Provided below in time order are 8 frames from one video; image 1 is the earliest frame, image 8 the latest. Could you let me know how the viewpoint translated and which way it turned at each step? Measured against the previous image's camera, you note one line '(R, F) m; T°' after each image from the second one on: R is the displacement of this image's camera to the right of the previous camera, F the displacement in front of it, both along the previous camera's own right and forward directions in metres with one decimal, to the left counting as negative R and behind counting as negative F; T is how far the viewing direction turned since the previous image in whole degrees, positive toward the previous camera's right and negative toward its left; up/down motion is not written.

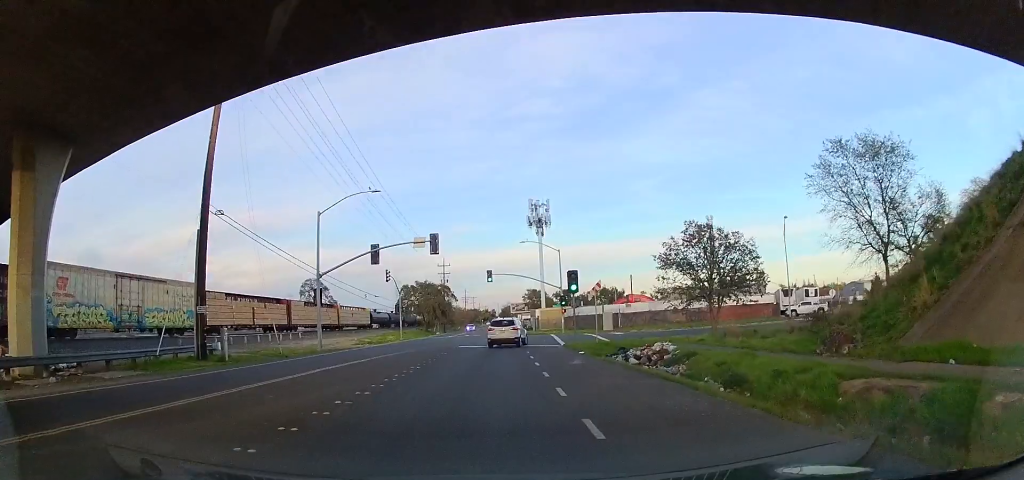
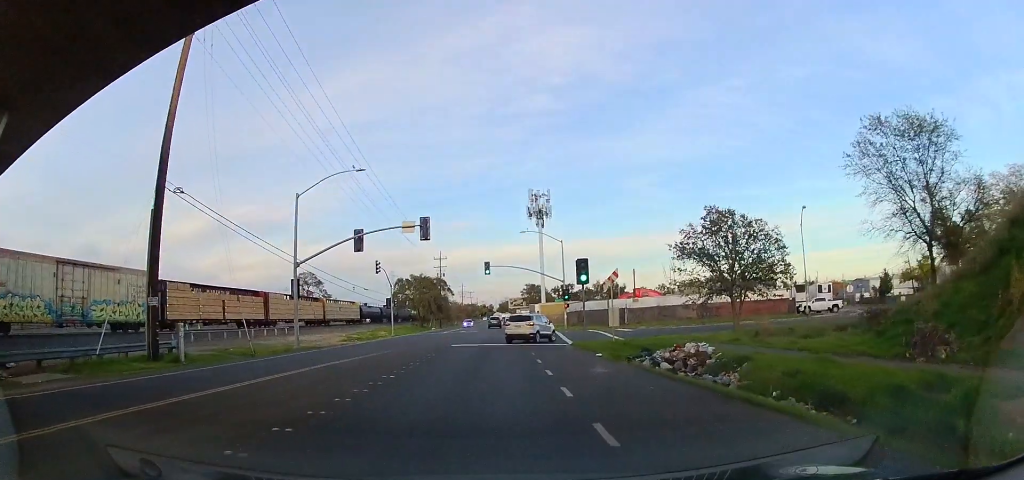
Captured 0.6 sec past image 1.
(-0.2, +4.3) m; -1°
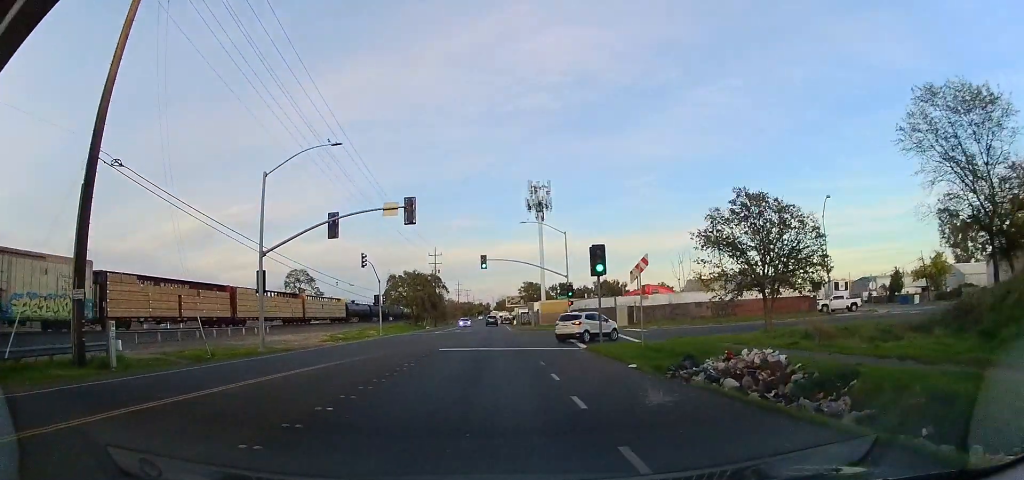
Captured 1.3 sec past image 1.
(+0.1, +5.3) m; +1°
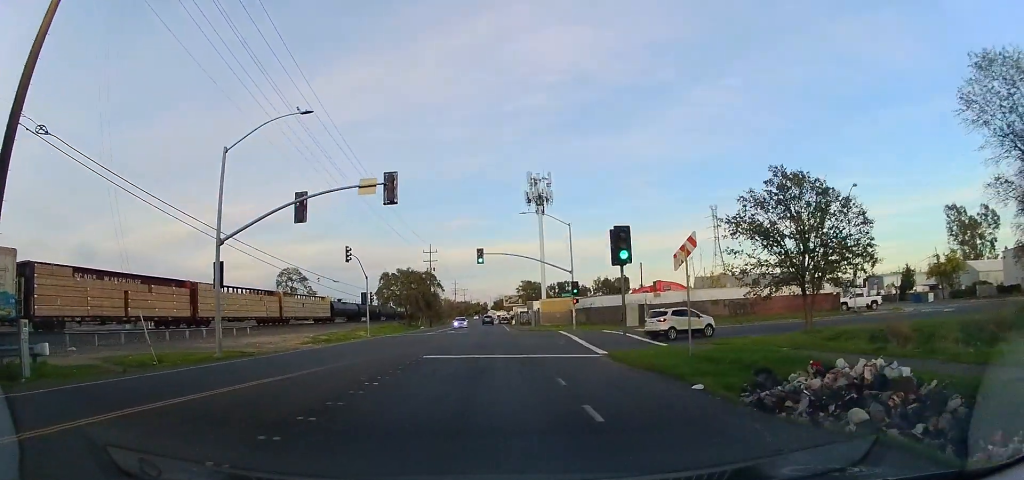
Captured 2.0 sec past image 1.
(+0.1, +5.1) m; +2°
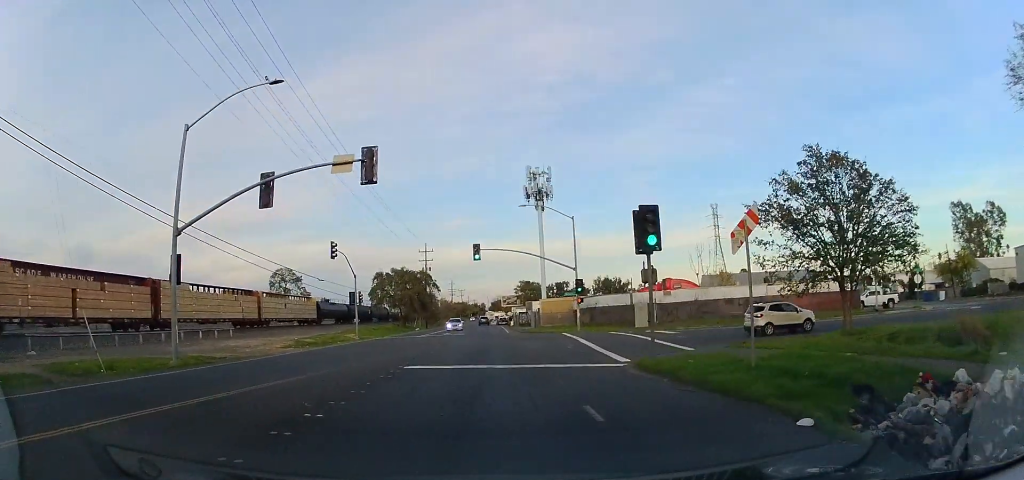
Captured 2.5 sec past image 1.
(-0.1, +4.0) m; +2°
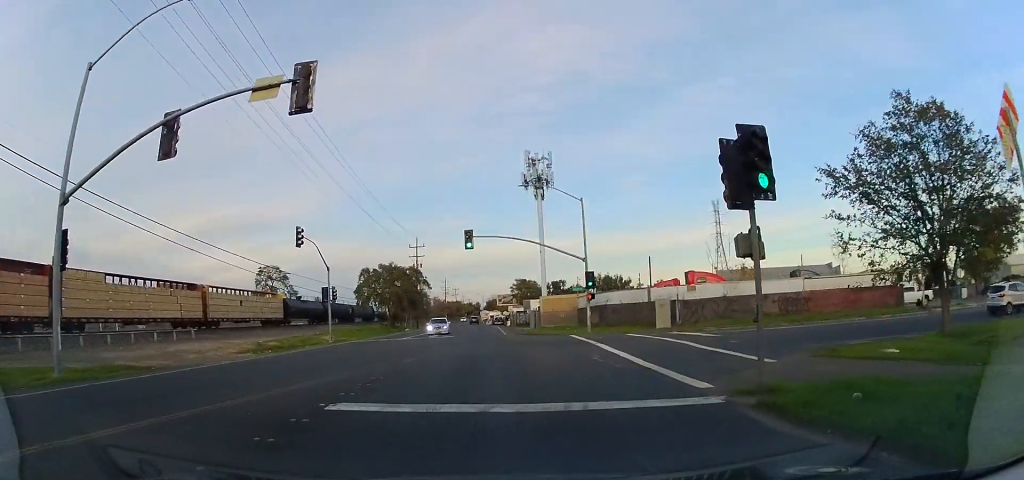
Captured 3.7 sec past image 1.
(+0.4, +7.7) m; +5°
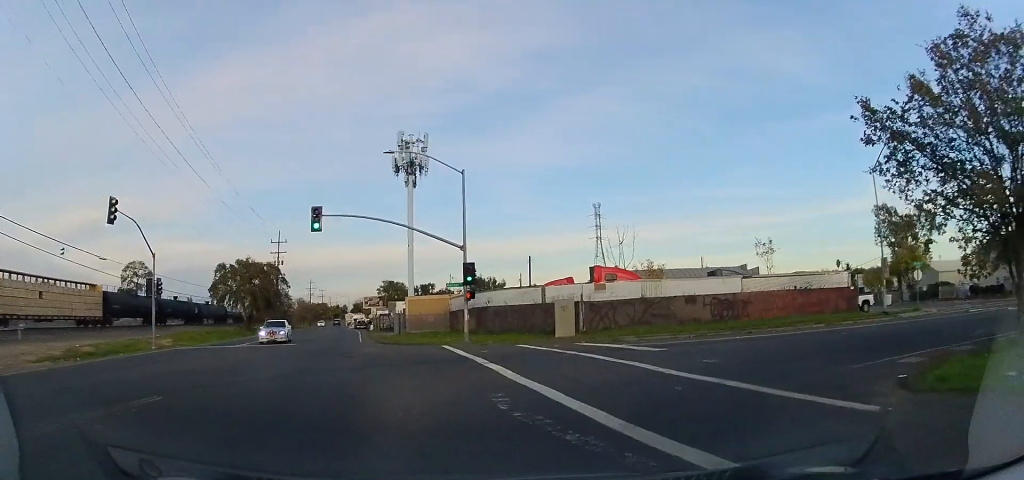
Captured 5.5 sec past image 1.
(+0.4, +9.5) m; +10°
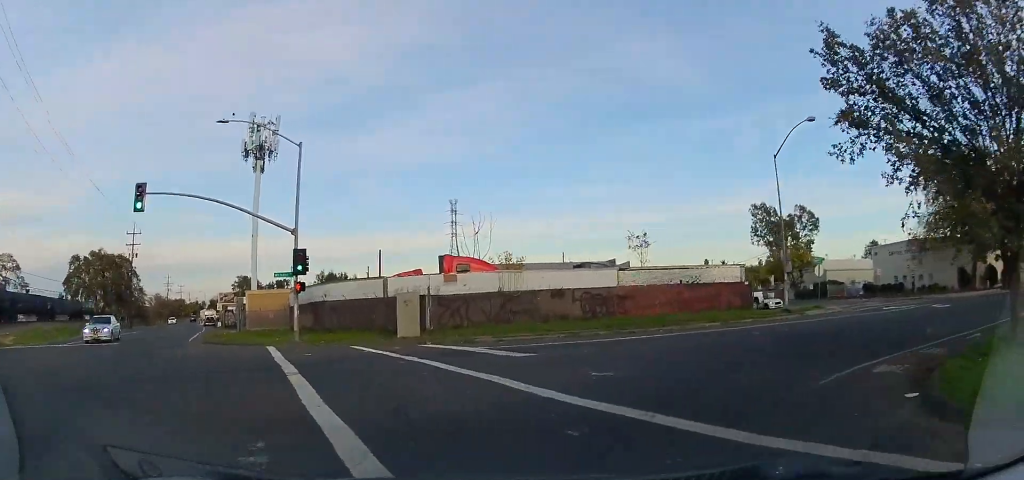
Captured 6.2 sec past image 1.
(+0.4, +3.5) m; +9°
